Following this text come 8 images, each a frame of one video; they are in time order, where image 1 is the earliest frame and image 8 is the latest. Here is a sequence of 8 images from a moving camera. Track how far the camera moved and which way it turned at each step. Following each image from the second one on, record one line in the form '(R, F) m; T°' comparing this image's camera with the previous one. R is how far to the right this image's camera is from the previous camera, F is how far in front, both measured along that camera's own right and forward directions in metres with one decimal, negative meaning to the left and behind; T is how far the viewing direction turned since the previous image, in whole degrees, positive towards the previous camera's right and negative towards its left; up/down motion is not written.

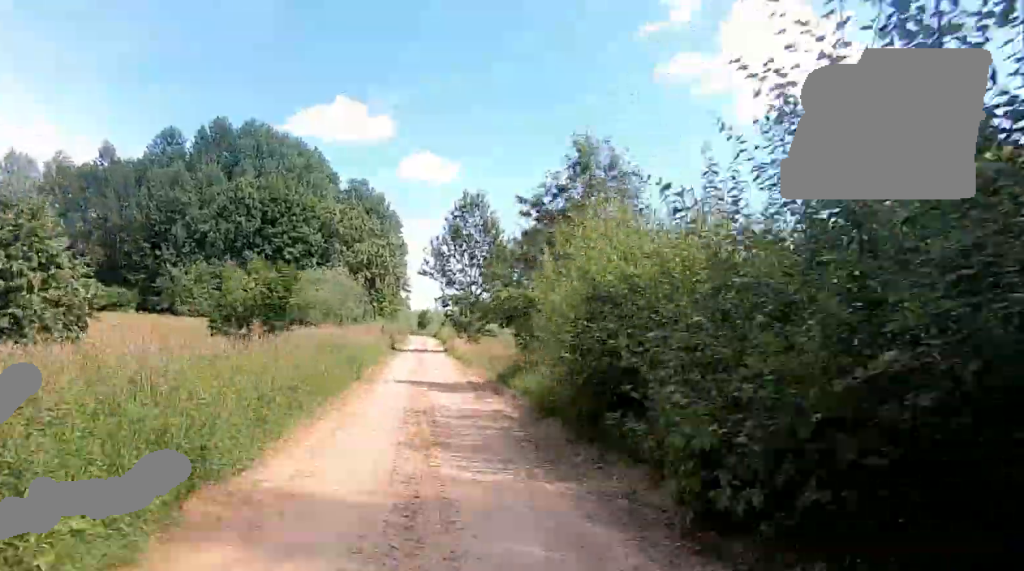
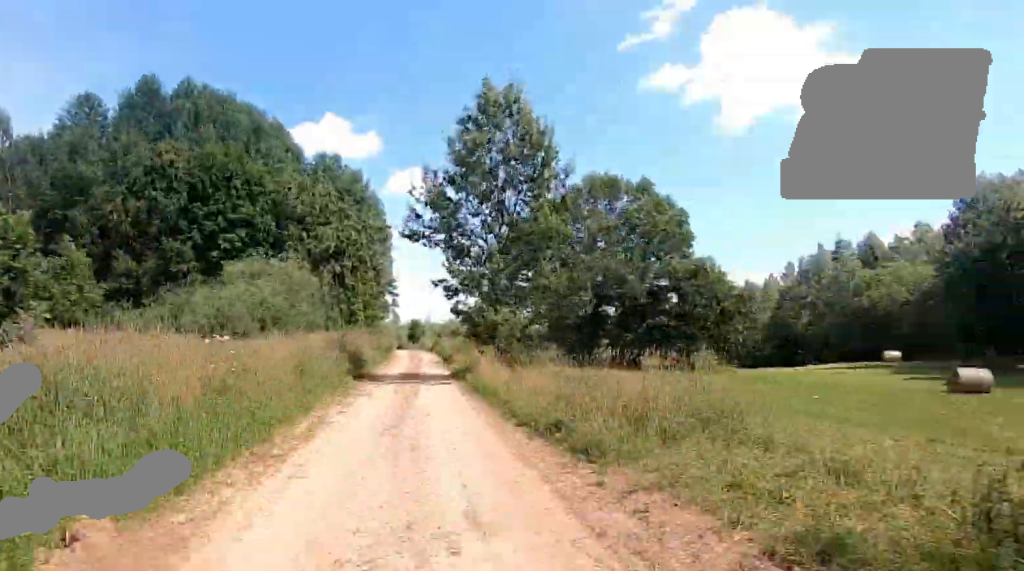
(0.0, +17.0) m; 0°
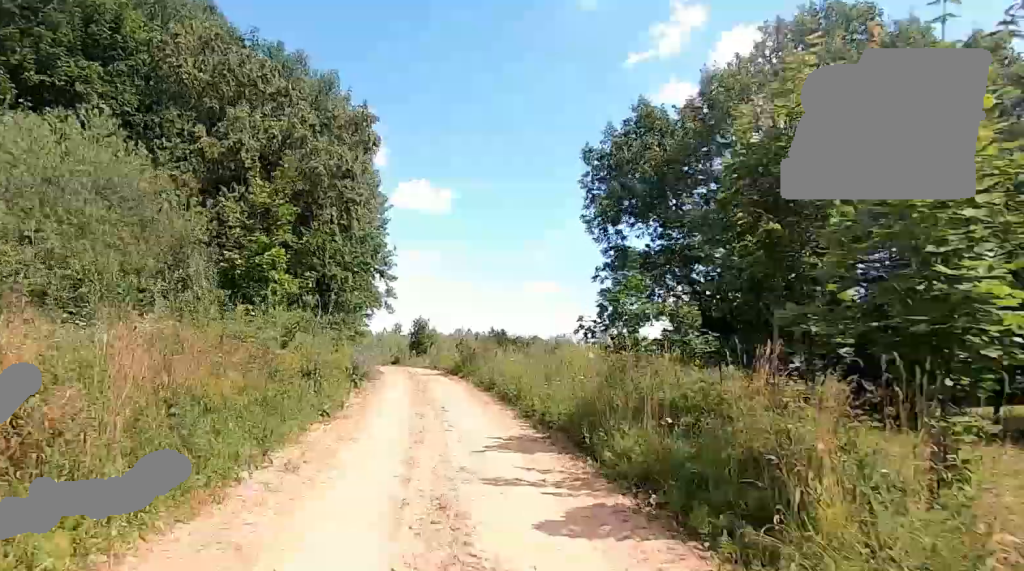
(0.0, +24.1) m; 0°
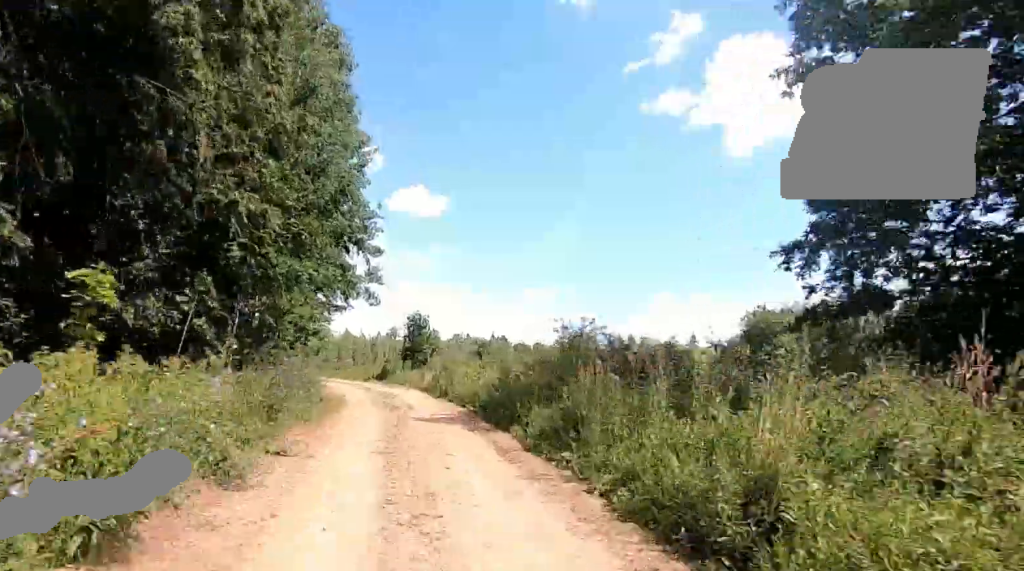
(0.0, +13.9) m; 0°
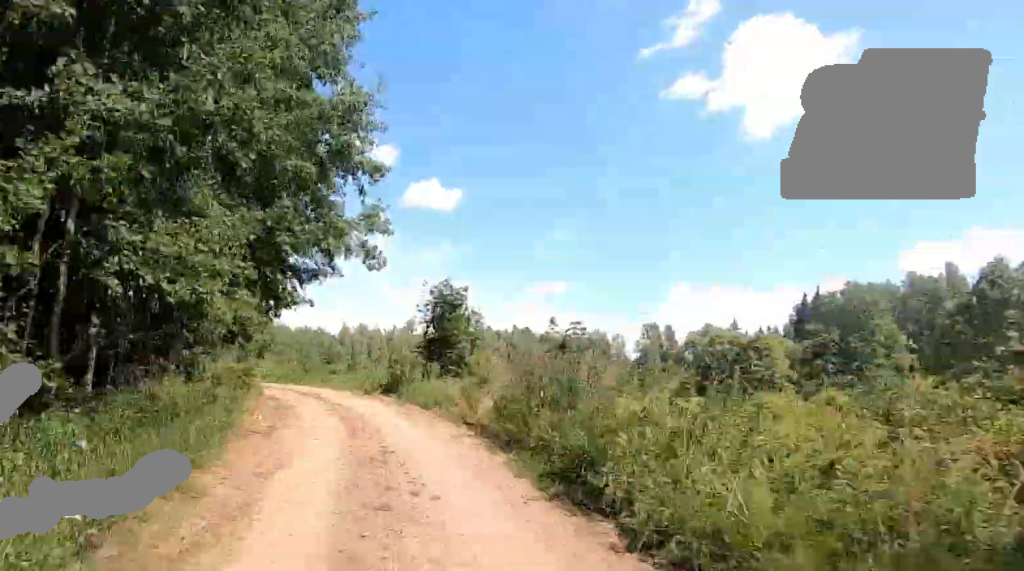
(0.0, +12.6) m; 0°
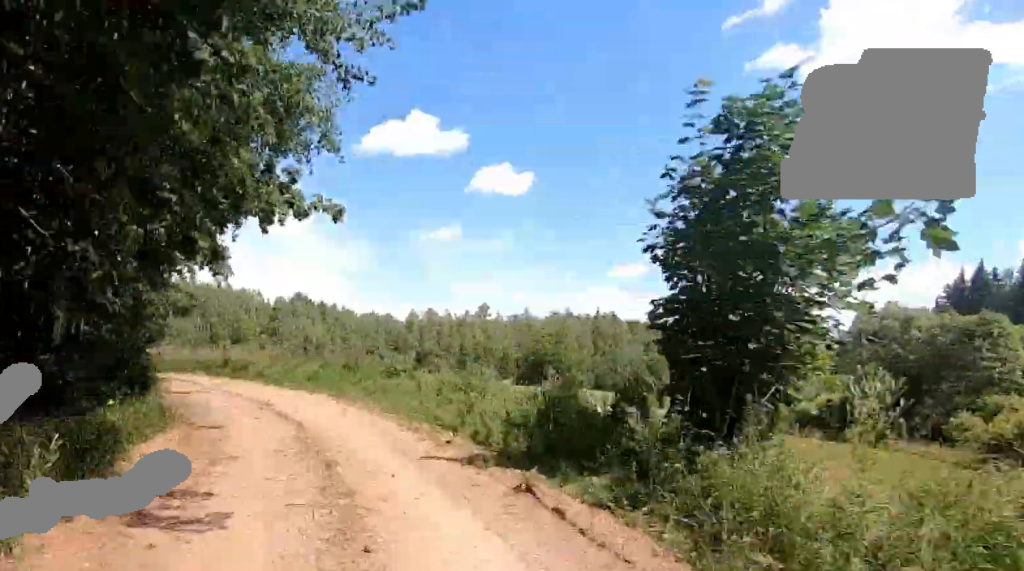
(0.0, +16.9) m; 0°
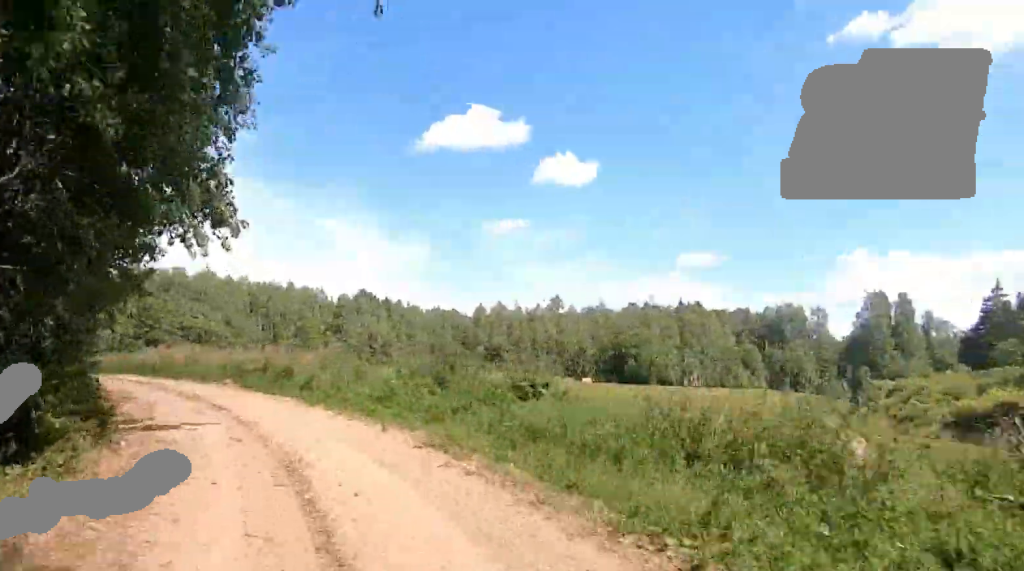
(0.0, +9.7) m; 0°
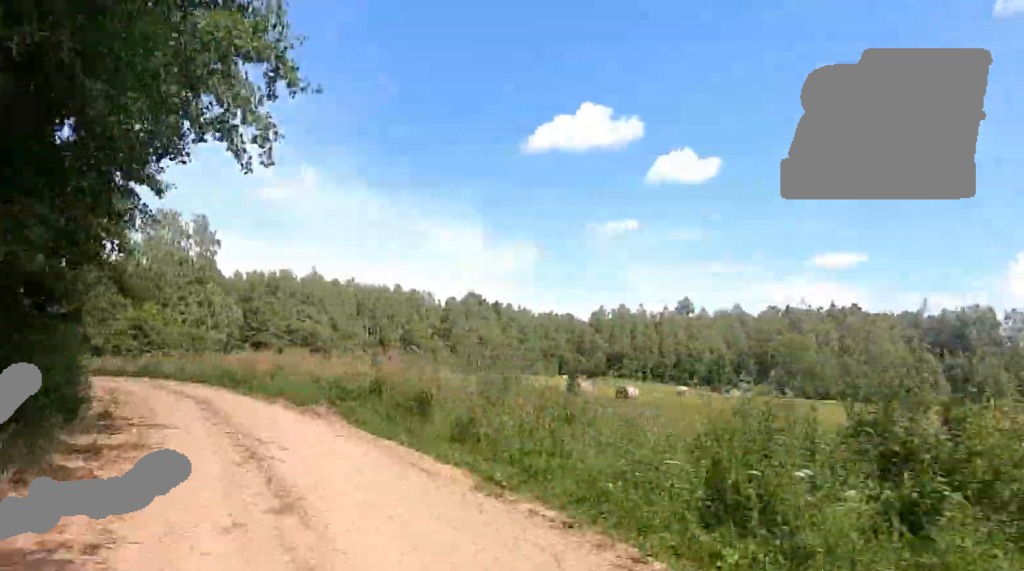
(0.0, +10.7) m; 0°
